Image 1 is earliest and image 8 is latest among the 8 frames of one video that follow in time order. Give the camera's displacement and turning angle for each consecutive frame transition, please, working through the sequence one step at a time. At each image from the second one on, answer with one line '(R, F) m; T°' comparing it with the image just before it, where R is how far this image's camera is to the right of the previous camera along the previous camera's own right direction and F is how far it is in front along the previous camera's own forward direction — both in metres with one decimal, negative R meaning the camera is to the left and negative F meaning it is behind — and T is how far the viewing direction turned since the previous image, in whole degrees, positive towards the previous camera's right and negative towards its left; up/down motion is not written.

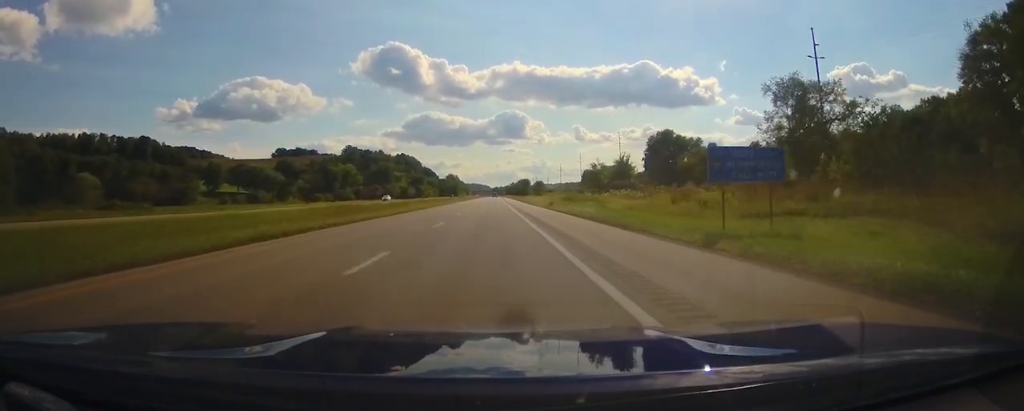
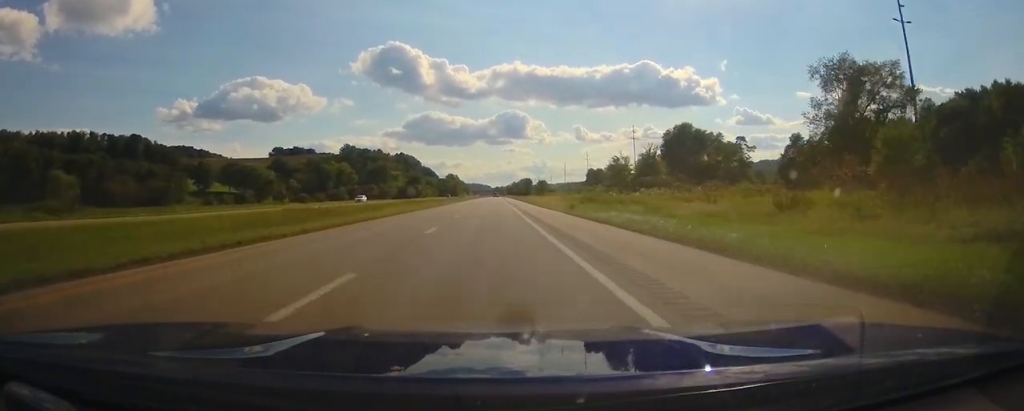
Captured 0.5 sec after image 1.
(0.0, +15.5) m; 0°
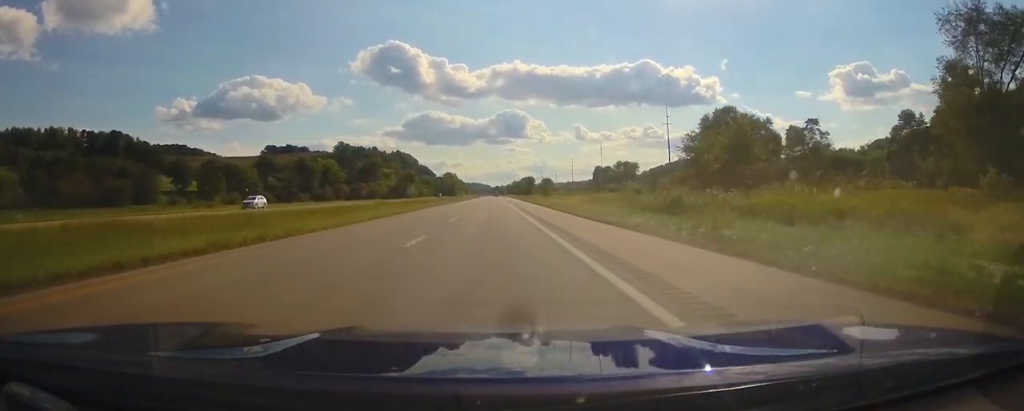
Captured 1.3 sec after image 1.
(0.0, +29.0) m; 0°
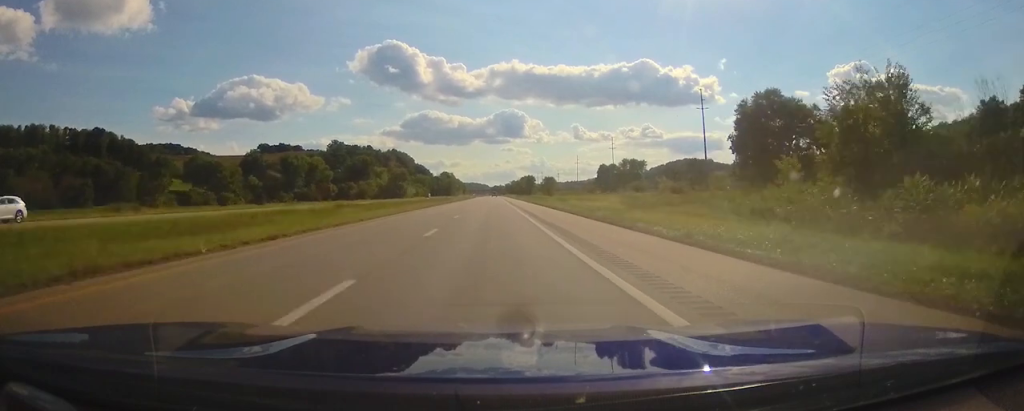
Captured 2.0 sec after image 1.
(+0.1, +21.3) m; 0°
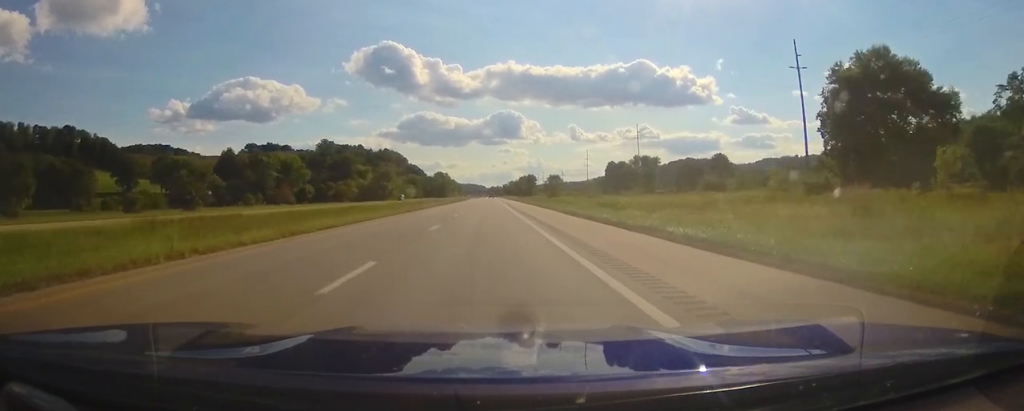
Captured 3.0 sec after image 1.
(0.0, +33.8) m; 0°
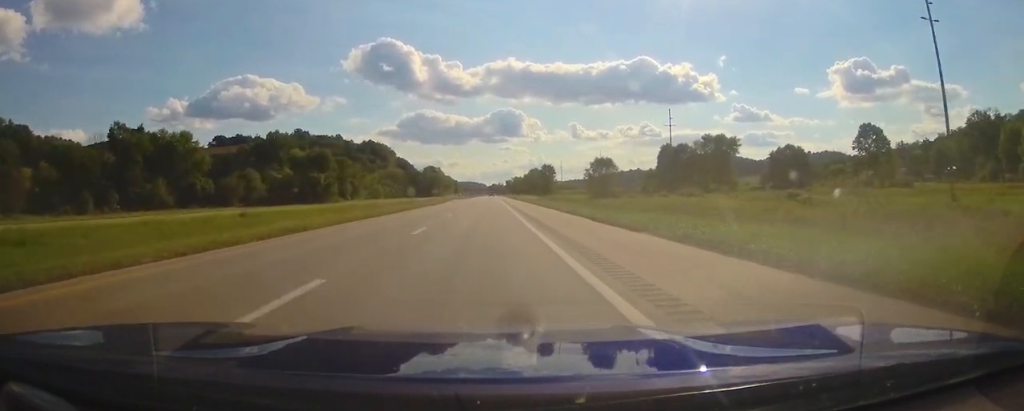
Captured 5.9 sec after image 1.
(-1.0, +100.6) m; 0°
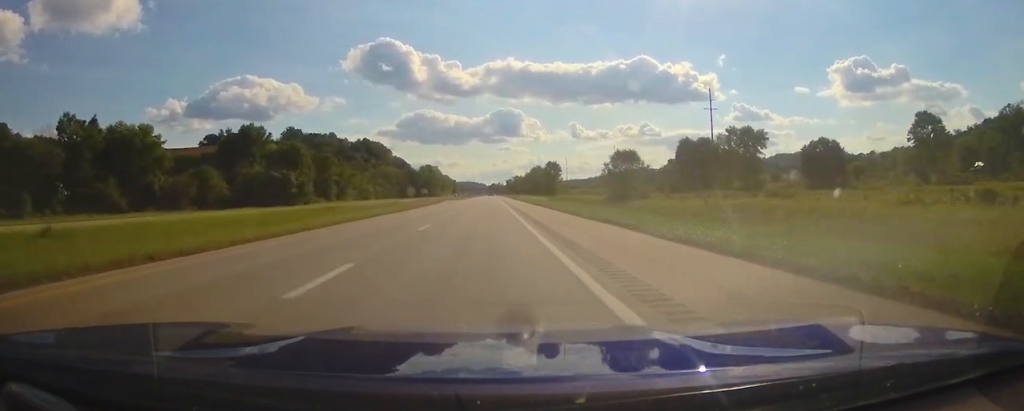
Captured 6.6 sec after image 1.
(+0.1, +22.6) m; 0°
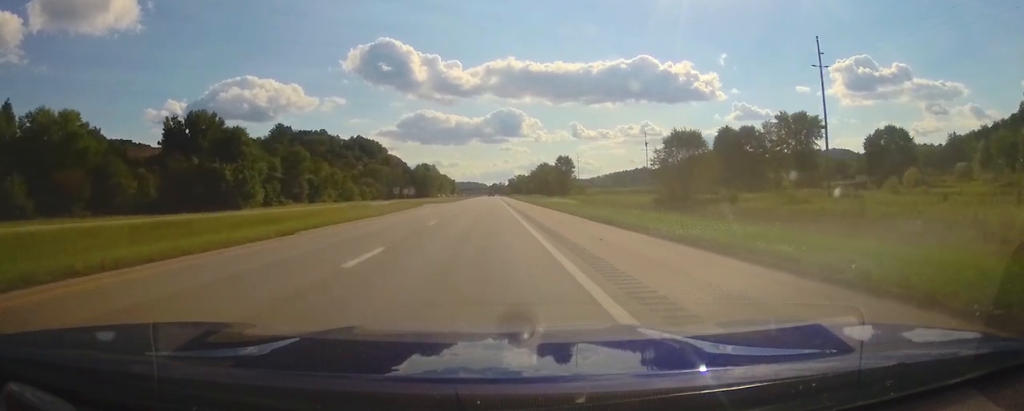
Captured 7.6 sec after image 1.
(+0.1, +33.9) m; 0°
